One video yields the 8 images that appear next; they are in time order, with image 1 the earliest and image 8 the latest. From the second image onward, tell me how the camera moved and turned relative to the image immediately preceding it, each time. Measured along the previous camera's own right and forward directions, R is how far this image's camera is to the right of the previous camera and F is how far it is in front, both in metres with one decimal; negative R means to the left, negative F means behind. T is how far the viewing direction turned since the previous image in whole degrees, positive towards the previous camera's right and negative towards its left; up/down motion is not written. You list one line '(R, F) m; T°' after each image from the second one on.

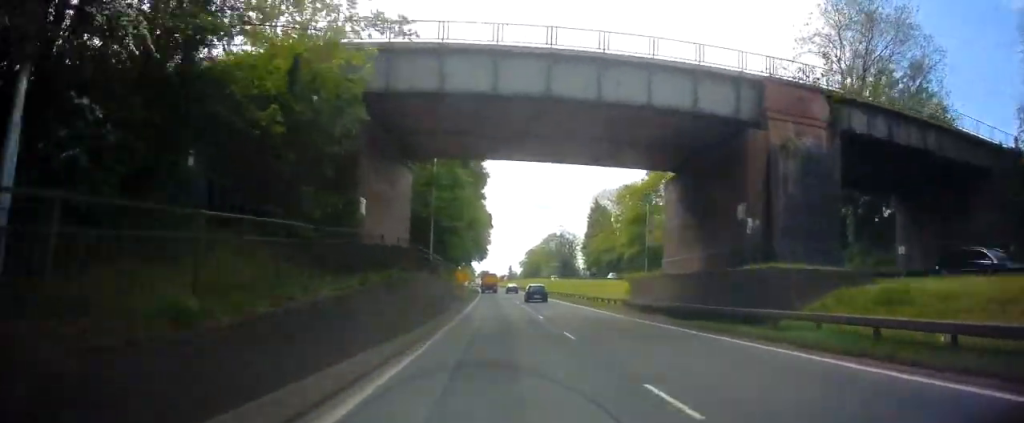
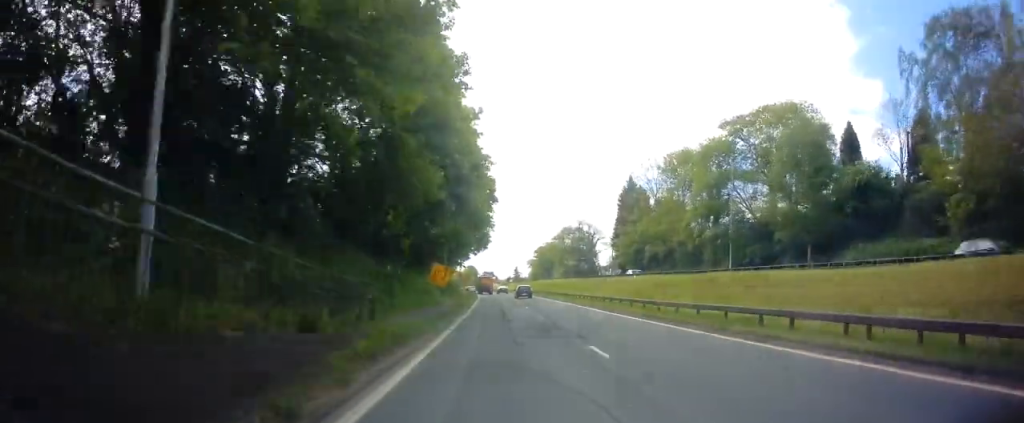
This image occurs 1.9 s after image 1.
(-0.6, +30.8) m; +1°
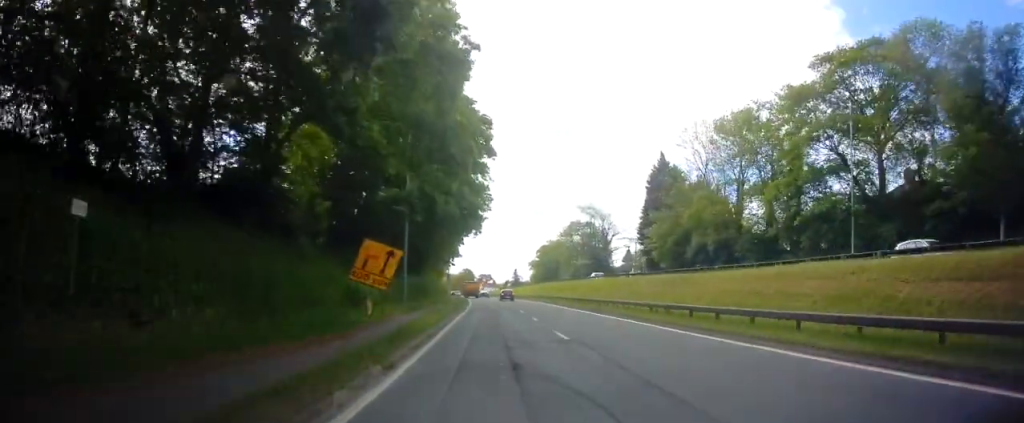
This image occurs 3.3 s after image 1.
(+0.3, +21.7) m; 0°
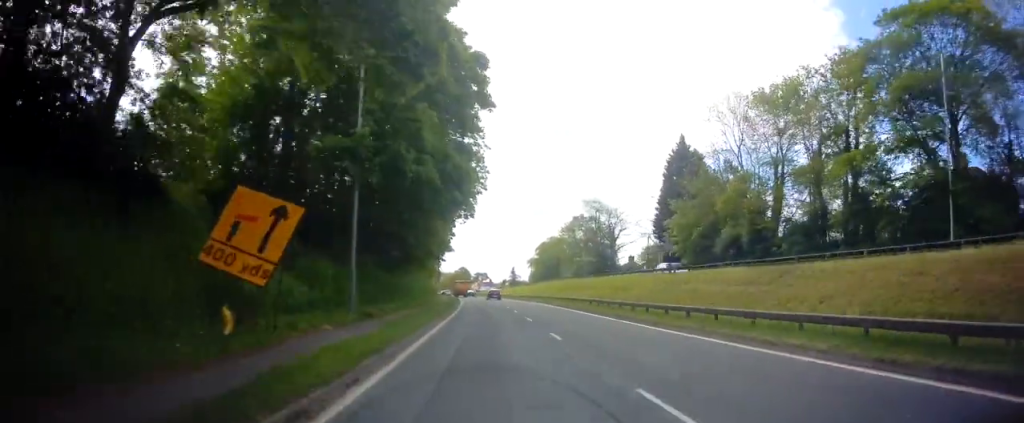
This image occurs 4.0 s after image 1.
(-0.1, +10.1) m; 0°
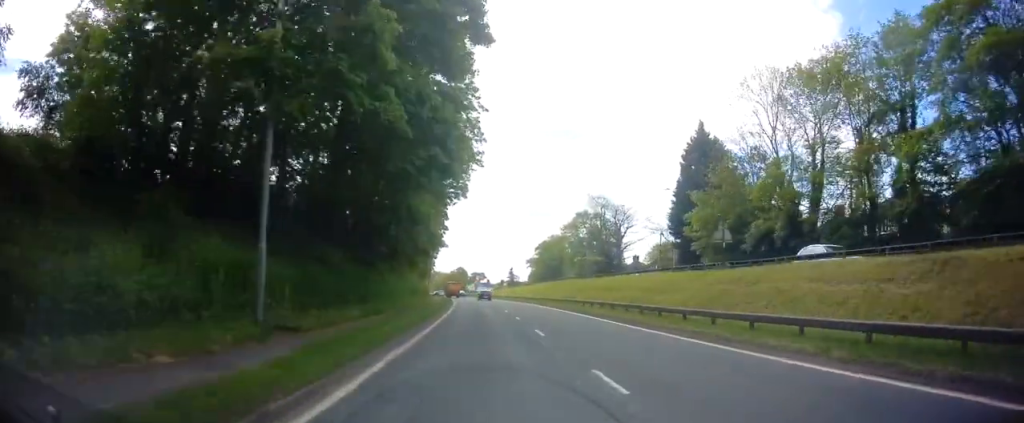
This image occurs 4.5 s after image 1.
(0.0, +7.5) m; 0°
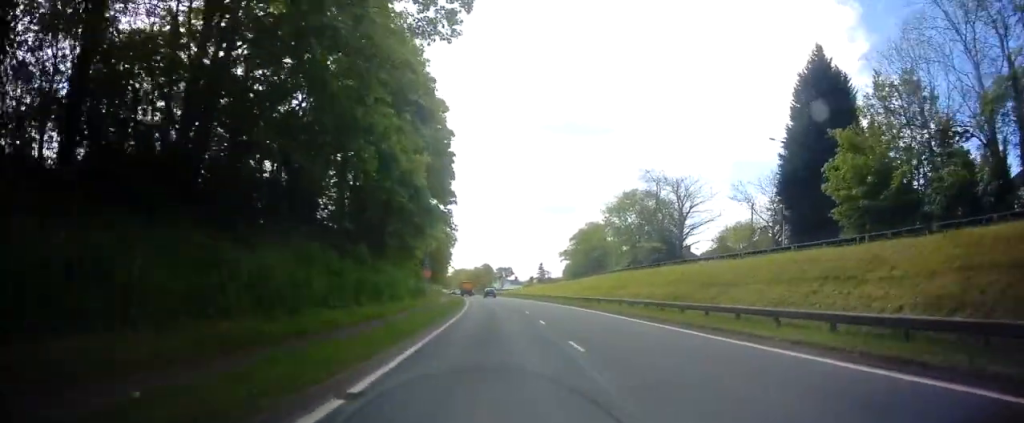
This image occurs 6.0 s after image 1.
(-0.2, +22.0) m; -4°
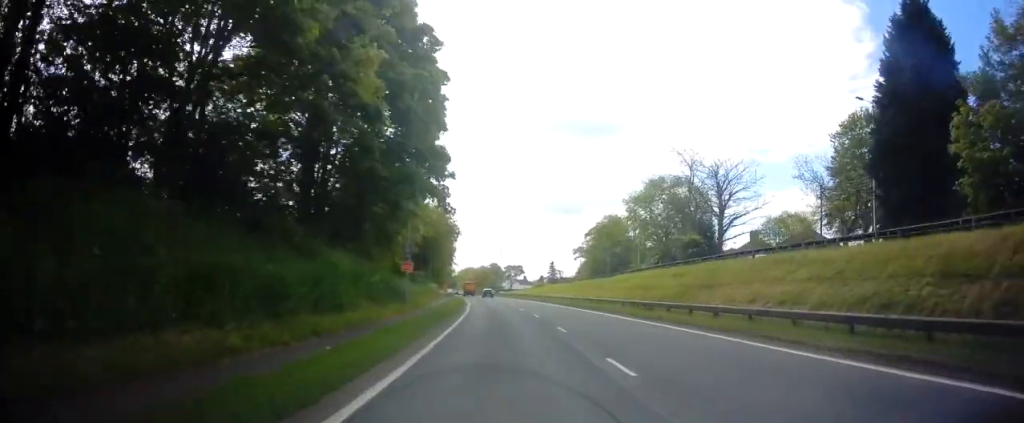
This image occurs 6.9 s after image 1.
(-0.7, +12.3) m; -1°
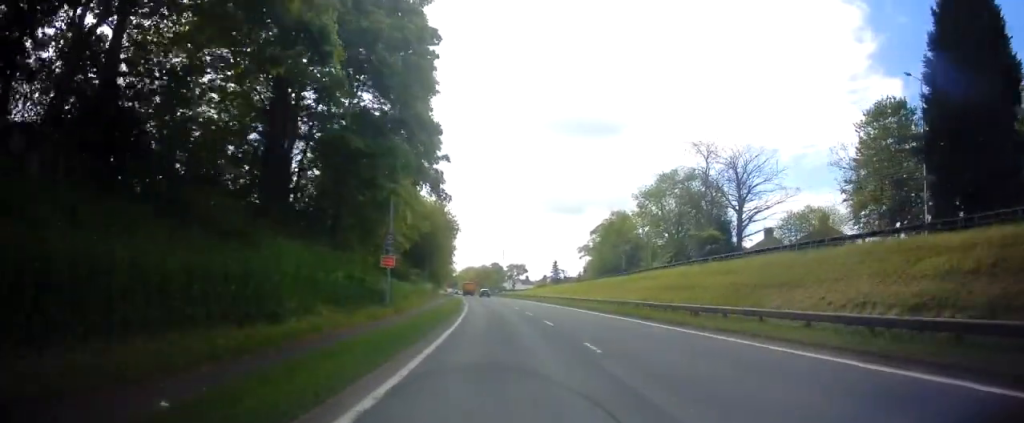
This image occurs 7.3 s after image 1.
(+0.2, +5.5) m; +1°
